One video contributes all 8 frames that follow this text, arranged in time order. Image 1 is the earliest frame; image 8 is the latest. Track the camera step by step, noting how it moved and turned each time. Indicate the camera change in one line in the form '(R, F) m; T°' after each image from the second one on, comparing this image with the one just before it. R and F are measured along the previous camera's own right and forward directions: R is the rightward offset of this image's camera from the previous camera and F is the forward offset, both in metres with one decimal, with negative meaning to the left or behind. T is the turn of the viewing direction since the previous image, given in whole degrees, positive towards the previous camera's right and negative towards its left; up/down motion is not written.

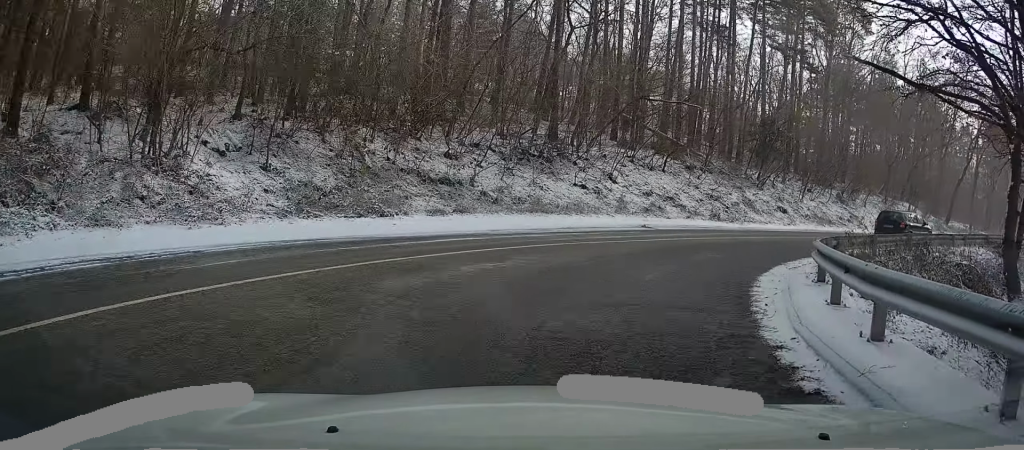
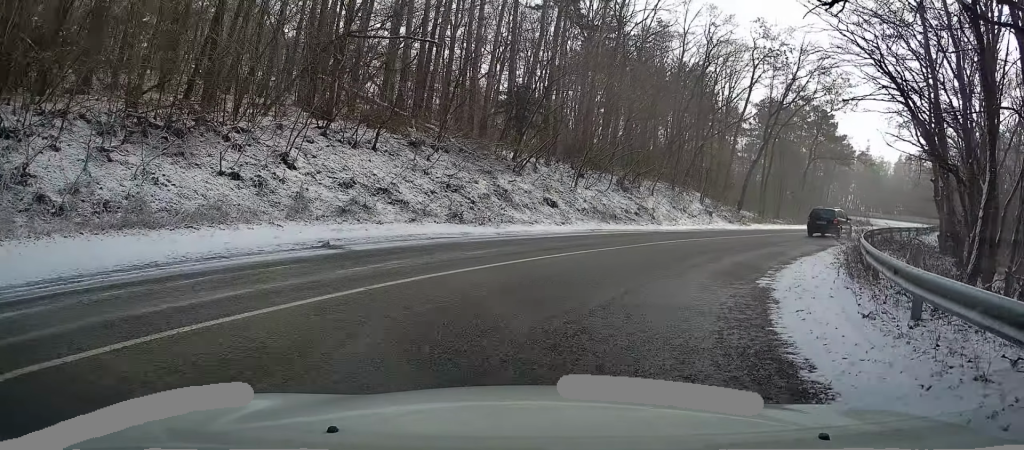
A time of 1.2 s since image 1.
(+2.4, +11.6) m; +17°
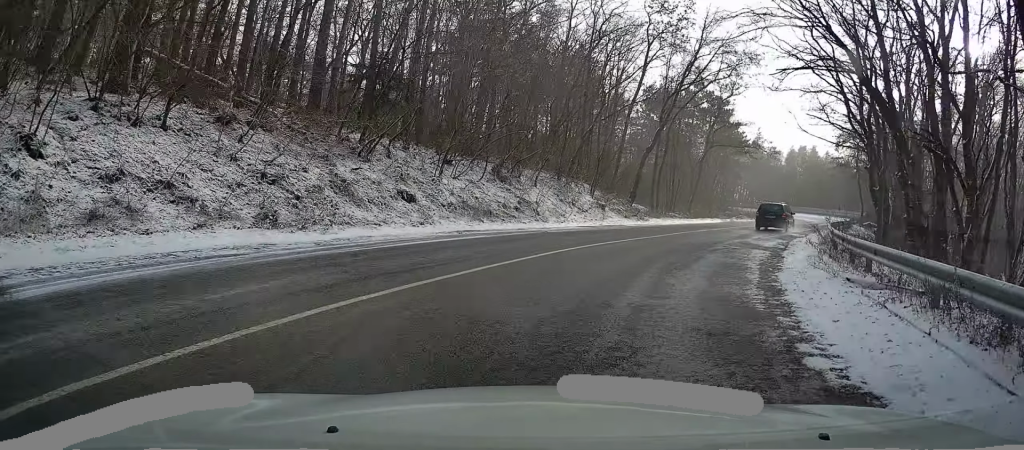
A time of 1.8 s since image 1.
(+0.3, +6.1) m; +7°
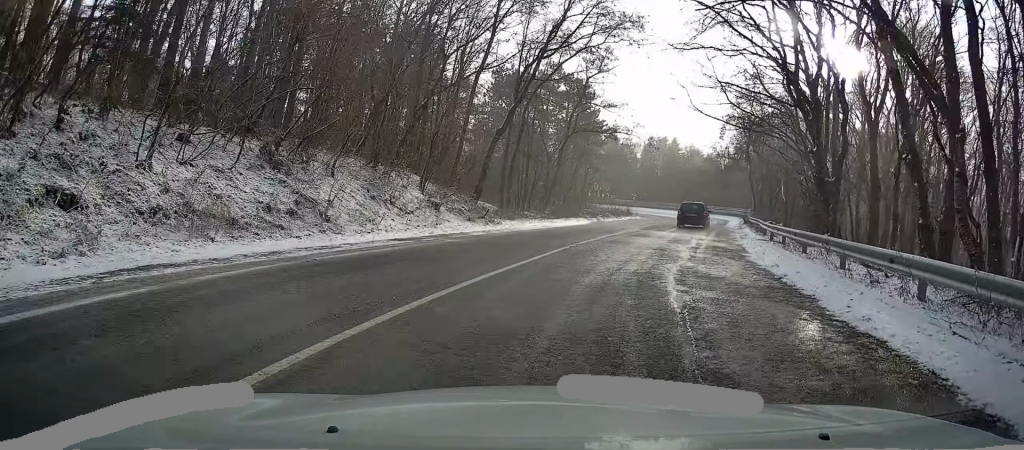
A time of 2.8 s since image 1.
(+0.7, +9.7) m; +13°
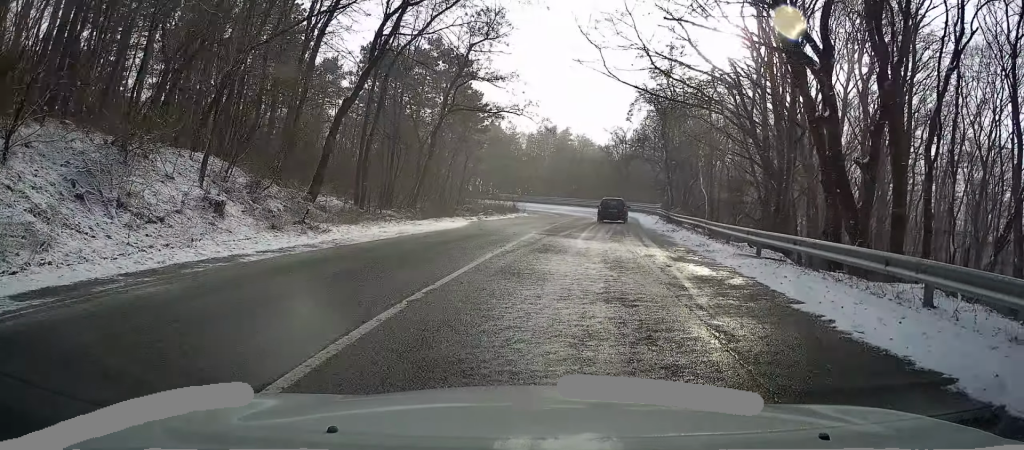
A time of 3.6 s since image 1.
(+1.3, +8.8) m; +12°
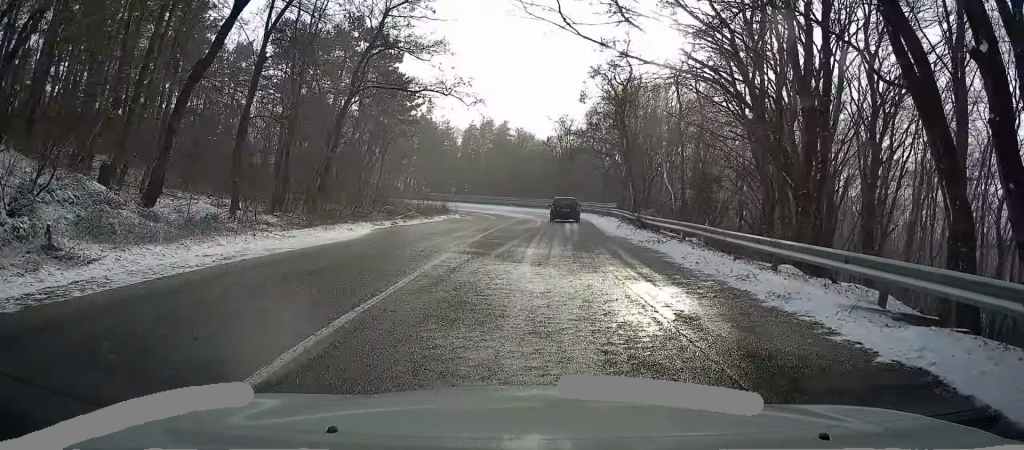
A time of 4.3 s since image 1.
(+0.2, +7.1) m; +6°
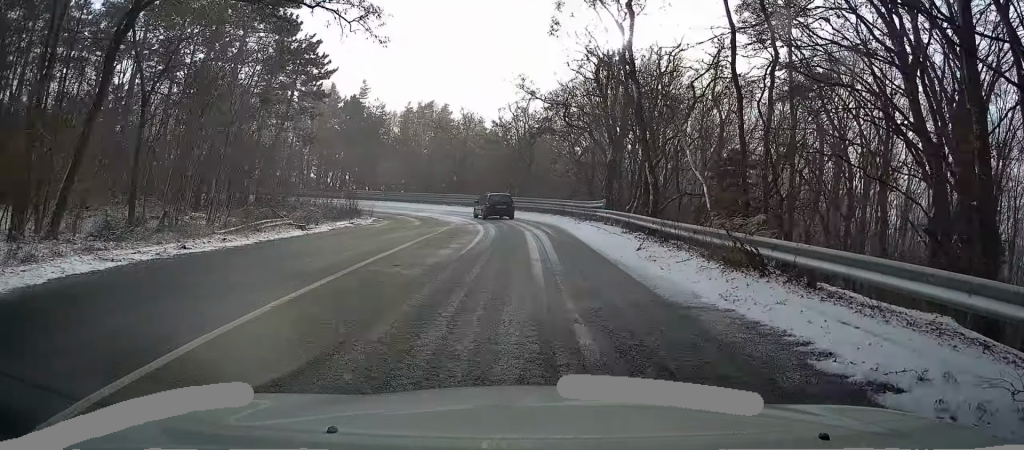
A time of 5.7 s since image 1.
(+1.1, +14.1) m; +5°
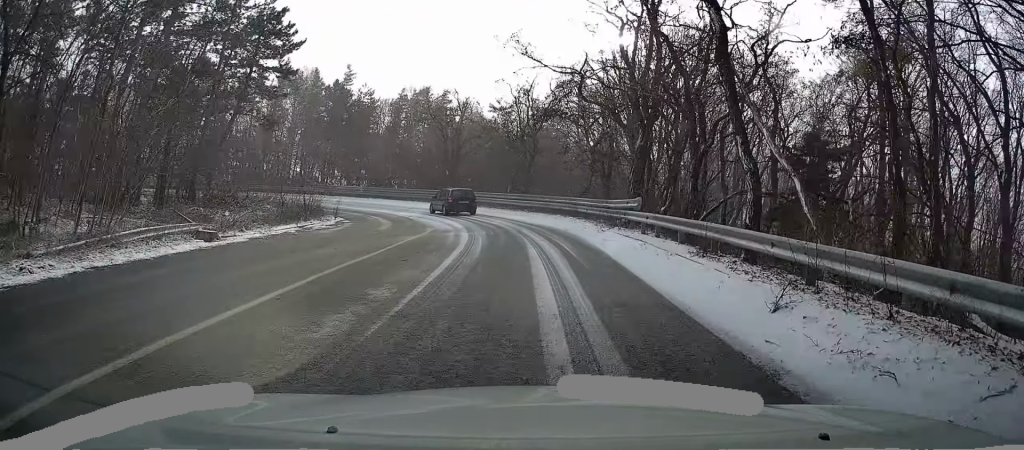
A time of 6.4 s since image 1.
(-0.1, +7.4) m; +1°
